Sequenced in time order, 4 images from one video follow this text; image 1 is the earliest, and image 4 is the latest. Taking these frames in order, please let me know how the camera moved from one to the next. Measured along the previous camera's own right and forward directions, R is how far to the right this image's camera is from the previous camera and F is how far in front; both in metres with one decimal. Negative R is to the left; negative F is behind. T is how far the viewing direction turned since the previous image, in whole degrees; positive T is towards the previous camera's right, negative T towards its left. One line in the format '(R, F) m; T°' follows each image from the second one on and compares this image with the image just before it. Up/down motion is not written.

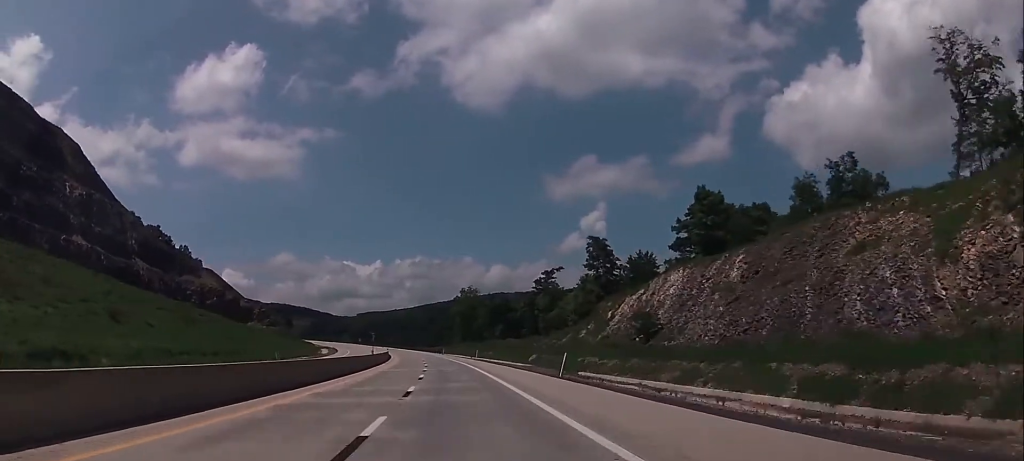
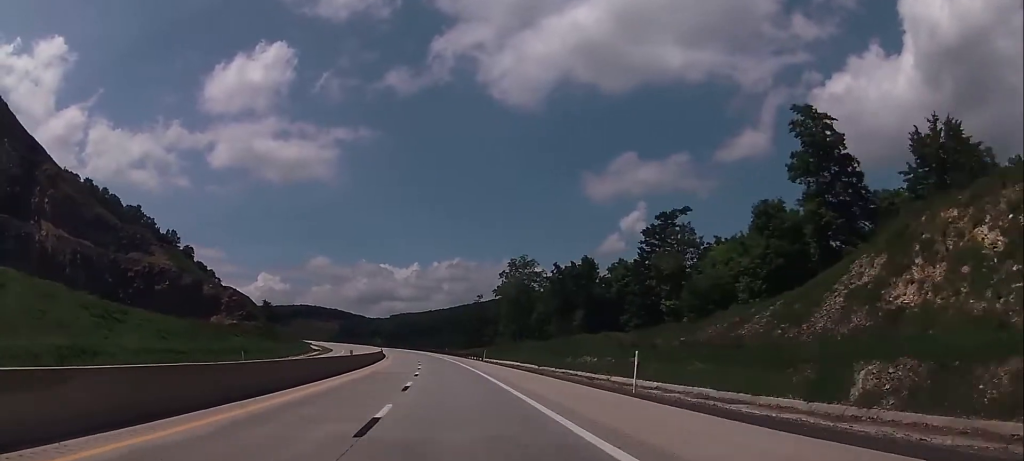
(-2.0, +70.9) m; -3°
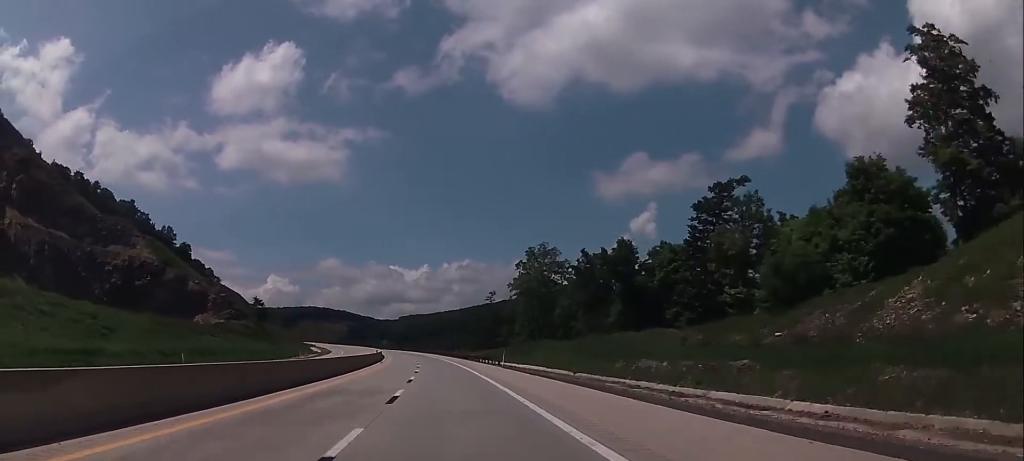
(-0.1, +17.5) m; -1°
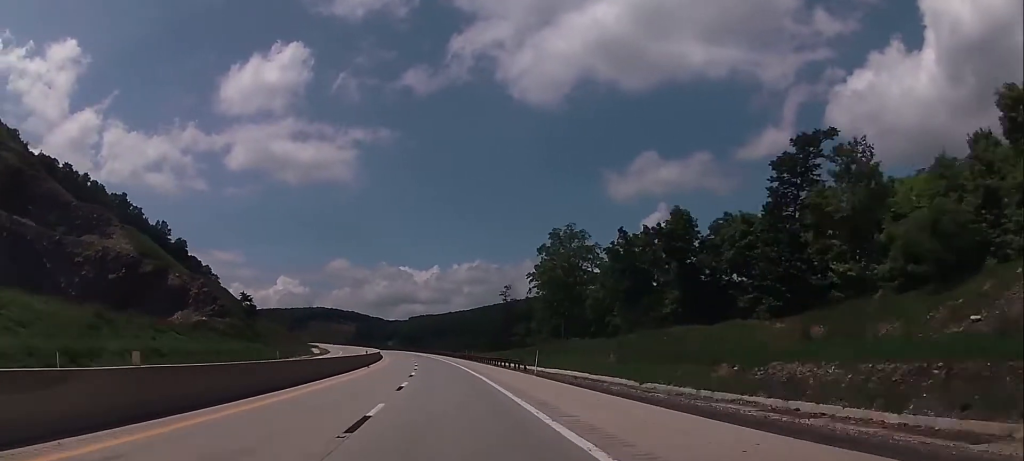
(-0.2, +18.7) m; -1°
